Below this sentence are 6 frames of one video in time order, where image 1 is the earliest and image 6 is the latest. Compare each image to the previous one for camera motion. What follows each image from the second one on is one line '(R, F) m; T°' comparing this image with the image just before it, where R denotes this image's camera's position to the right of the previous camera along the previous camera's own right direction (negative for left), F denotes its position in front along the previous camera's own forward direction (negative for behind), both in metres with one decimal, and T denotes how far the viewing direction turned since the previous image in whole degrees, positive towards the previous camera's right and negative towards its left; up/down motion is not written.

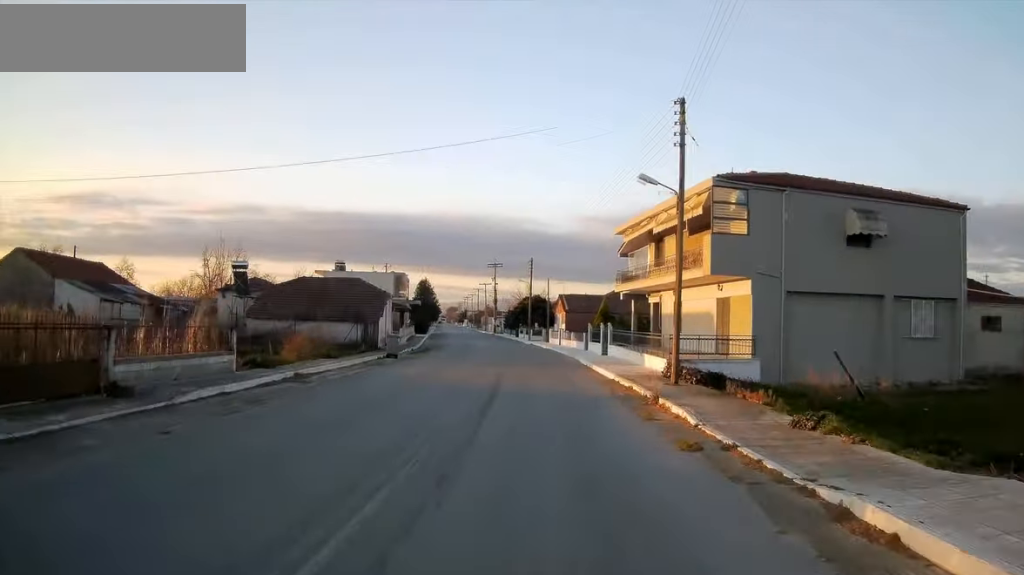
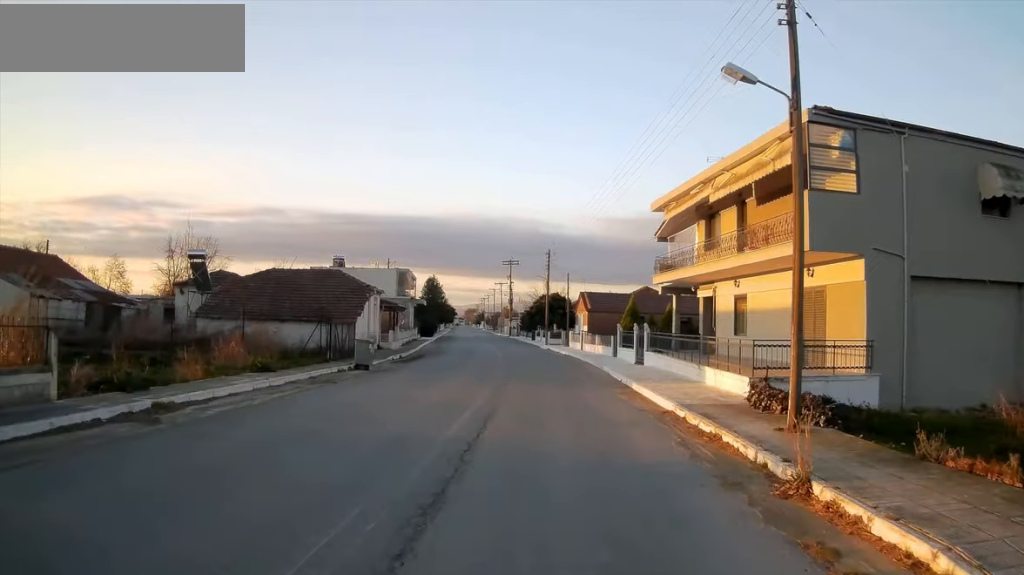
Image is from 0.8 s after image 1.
(+0.1, +7.0) m; -2°
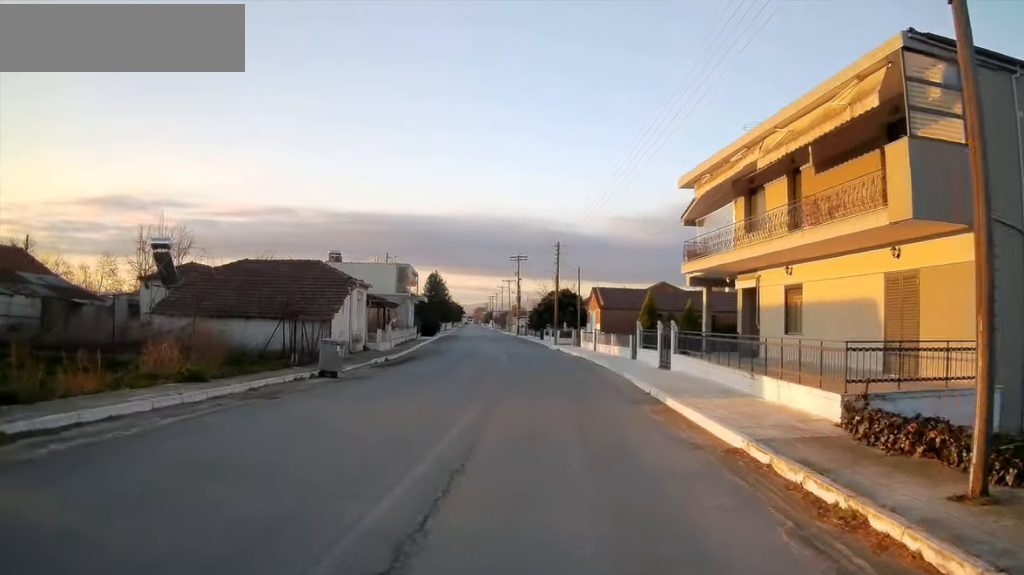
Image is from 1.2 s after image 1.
(-0.2, +4.2) m; -1°
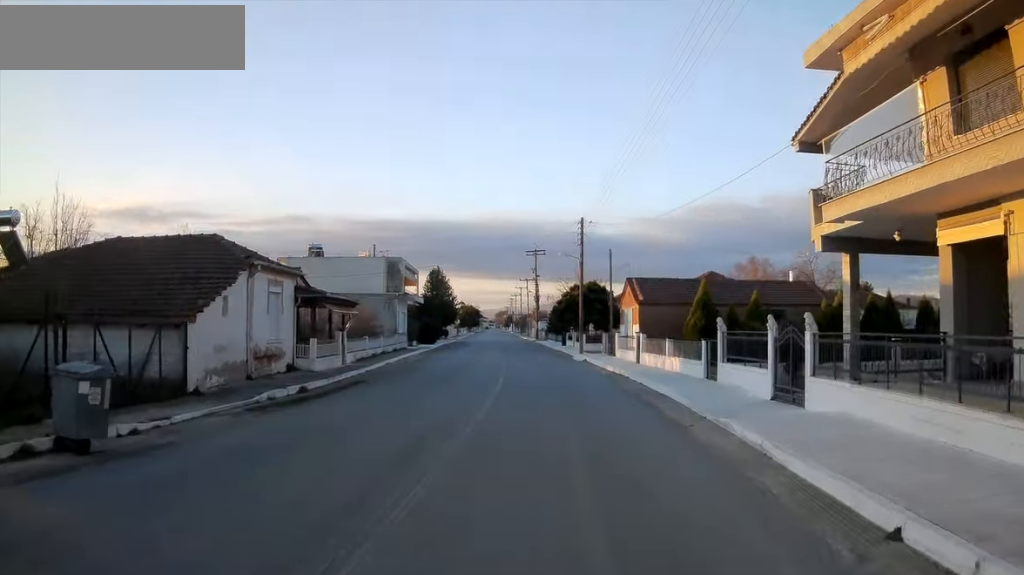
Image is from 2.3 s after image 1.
(-0.3, +11.0) m; -3°
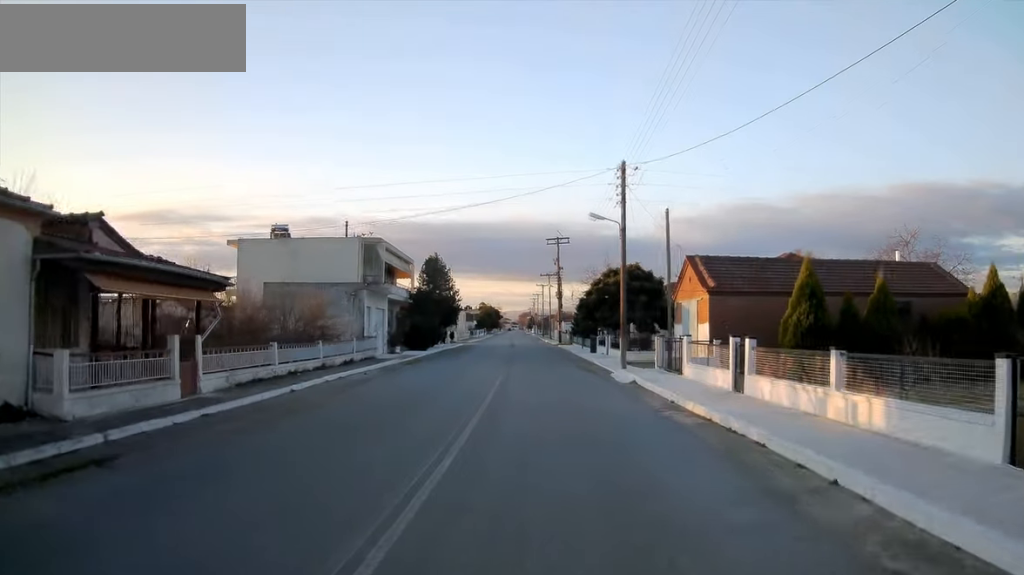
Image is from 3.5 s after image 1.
(-0.3, +12.5) m; -2°
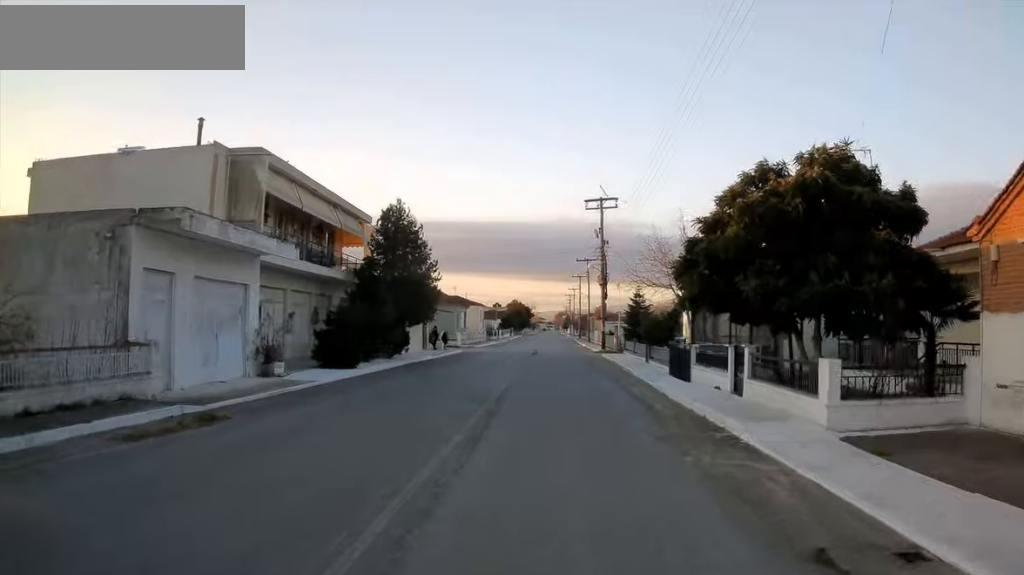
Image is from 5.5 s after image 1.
(-0.6, +22.1) m; -3°
